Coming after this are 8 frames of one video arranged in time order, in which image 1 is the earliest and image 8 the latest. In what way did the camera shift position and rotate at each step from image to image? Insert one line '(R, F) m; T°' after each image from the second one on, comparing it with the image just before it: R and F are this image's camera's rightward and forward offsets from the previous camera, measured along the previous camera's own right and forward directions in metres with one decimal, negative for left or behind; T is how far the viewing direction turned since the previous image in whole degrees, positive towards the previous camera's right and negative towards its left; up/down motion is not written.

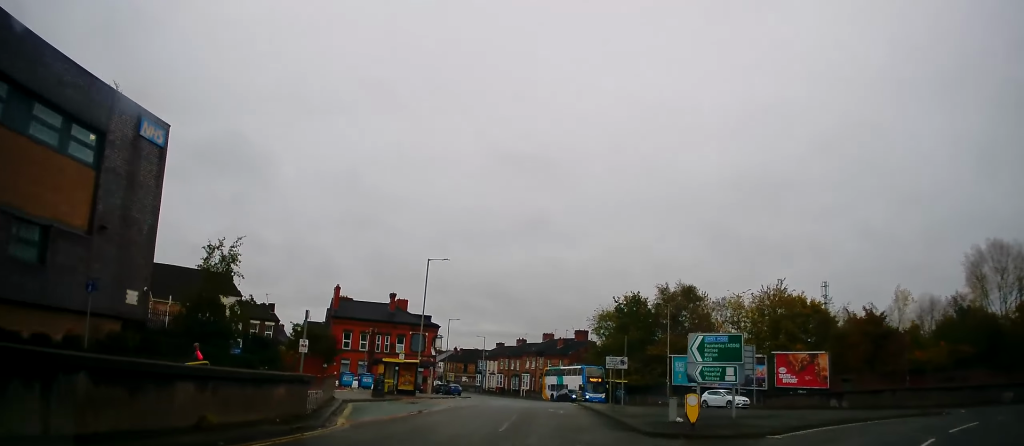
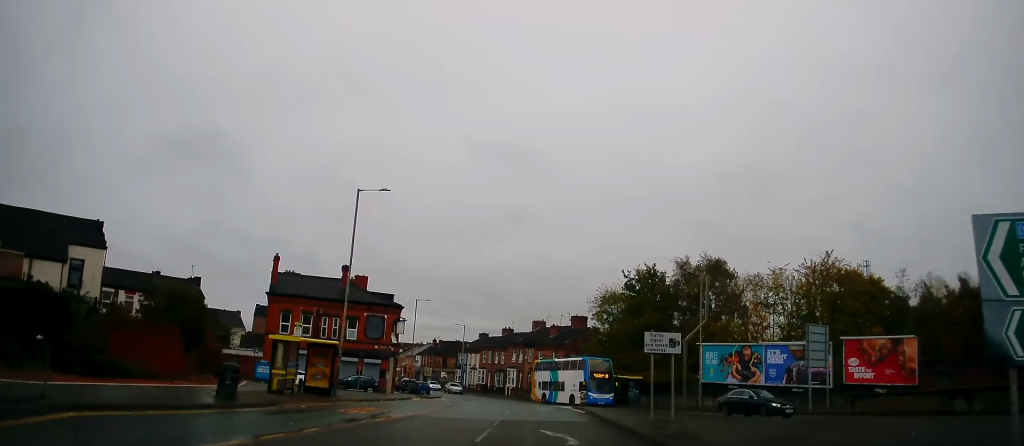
(+0.2, +16.1) m; 0°
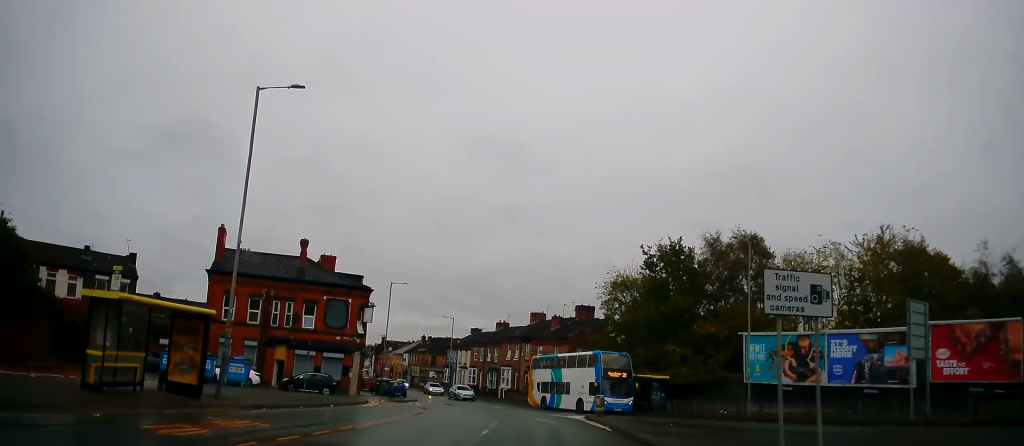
(-0.1, +10.6) m; 0°
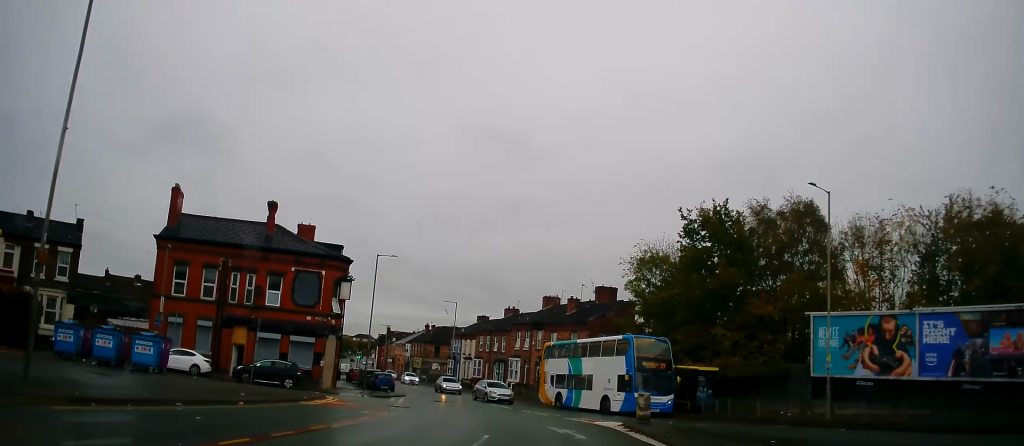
(+0.1, +8.7) m; 0°
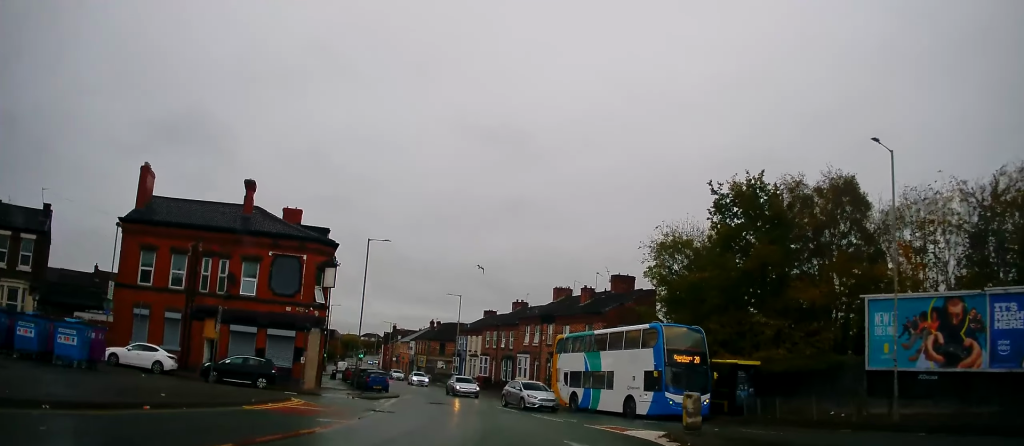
(+0.1, +5.4) m; -1°
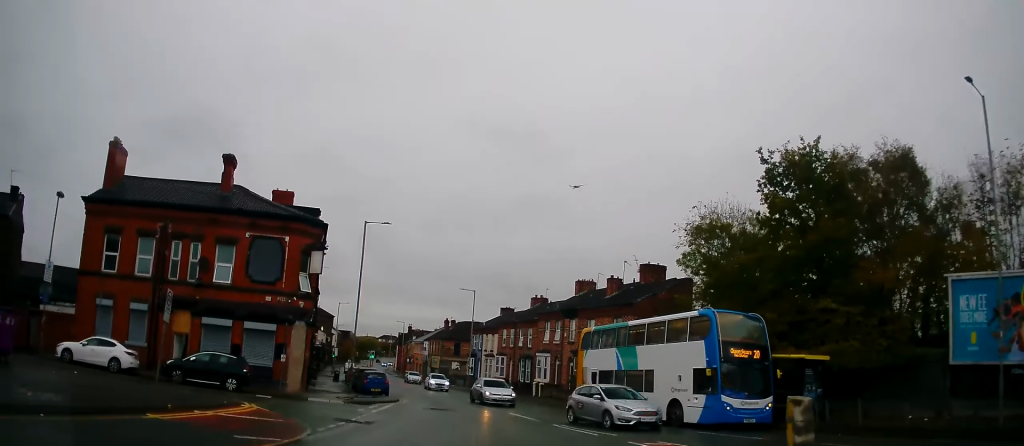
(0.0, +5.6) m; -2°
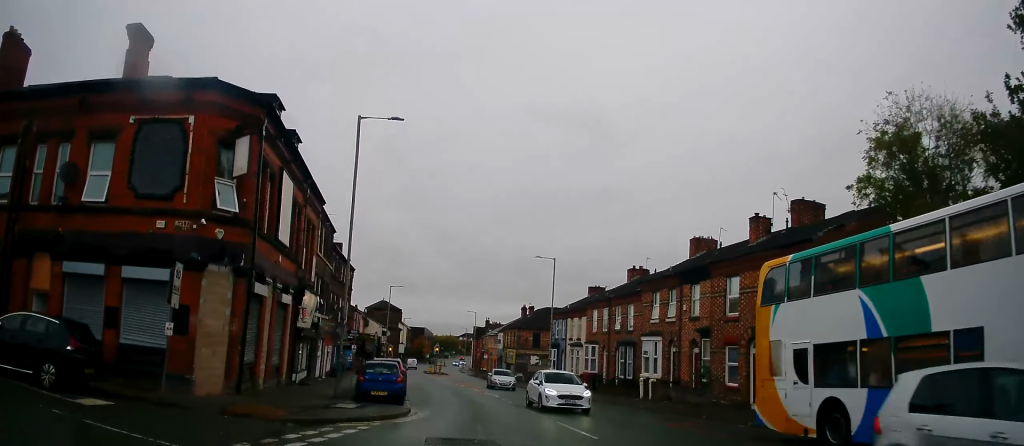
(-1.1, +15.4) m; -8°
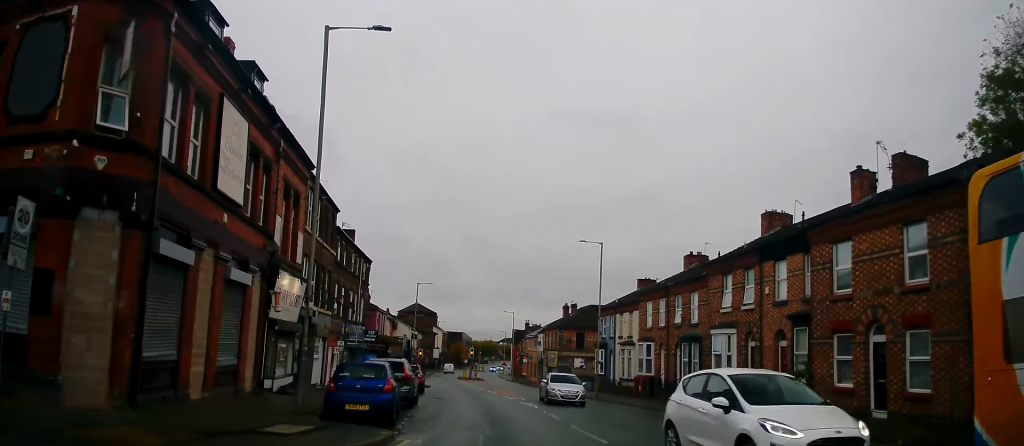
(-0.1, +6.4) m; -3°
